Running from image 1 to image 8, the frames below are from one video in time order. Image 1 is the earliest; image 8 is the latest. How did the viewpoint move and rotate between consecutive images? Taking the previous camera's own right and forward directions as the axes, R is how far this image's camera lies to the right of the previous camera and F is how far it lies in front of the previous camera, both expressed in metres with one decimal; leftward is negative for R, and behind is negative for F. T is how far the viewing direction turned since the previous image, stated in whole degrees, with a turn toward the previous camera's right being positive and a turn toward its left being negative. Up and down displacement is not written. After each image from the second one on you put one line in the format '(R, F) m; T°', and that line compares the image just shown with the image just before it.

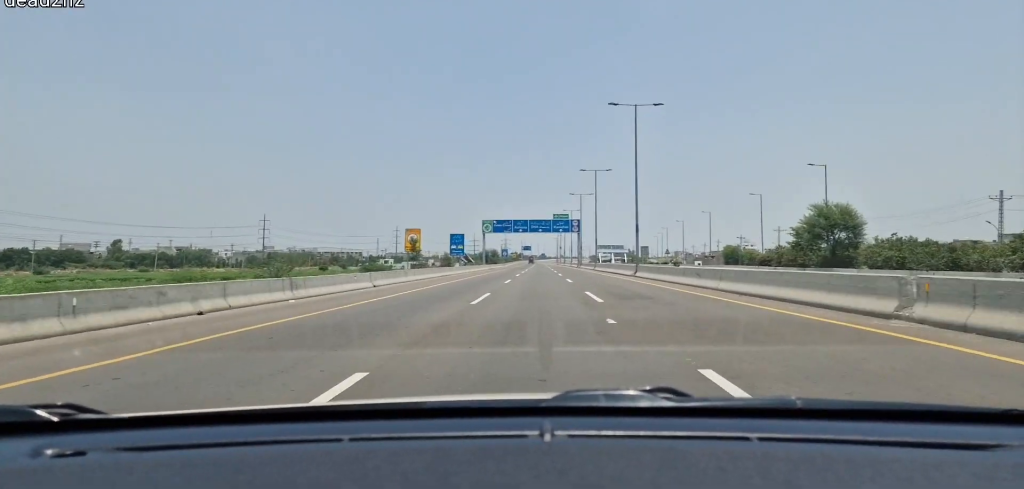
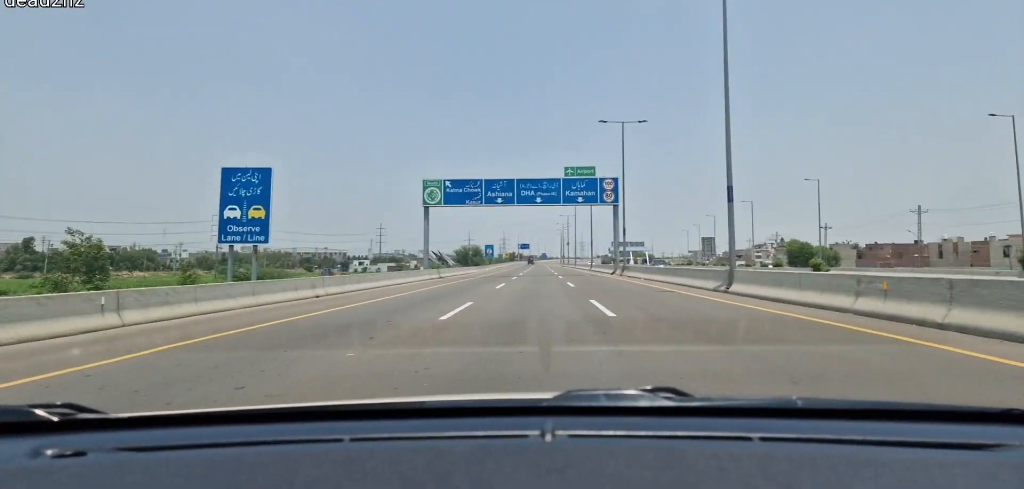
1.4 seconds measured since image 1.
(+0.6, +59.8) m; 0°
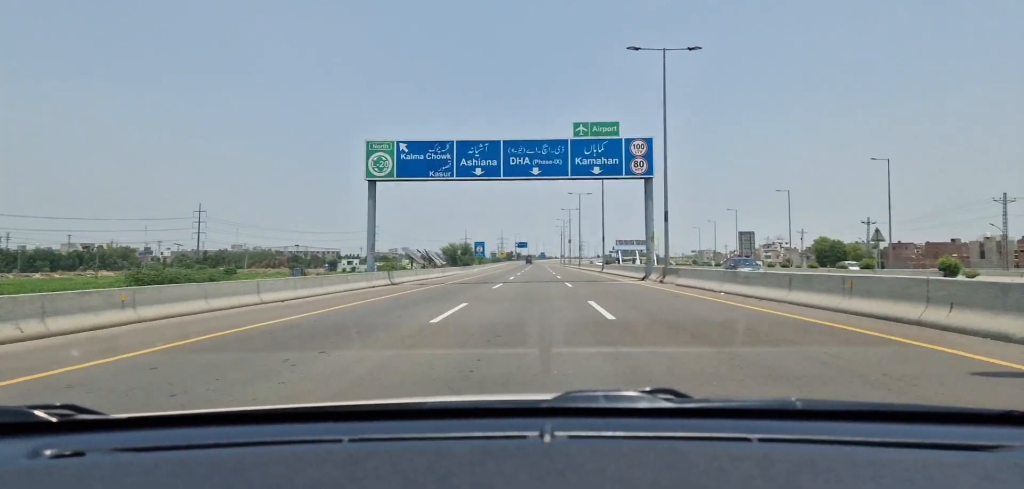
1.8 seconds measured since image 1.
(-0.1, +18.7) m; 0°
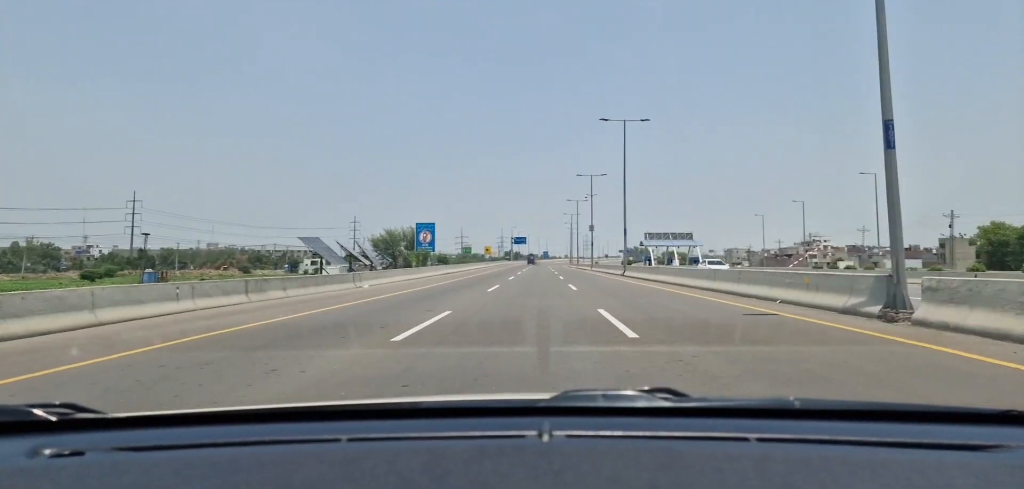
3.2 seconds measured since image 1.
(-0.5, +57.4) m; 0°
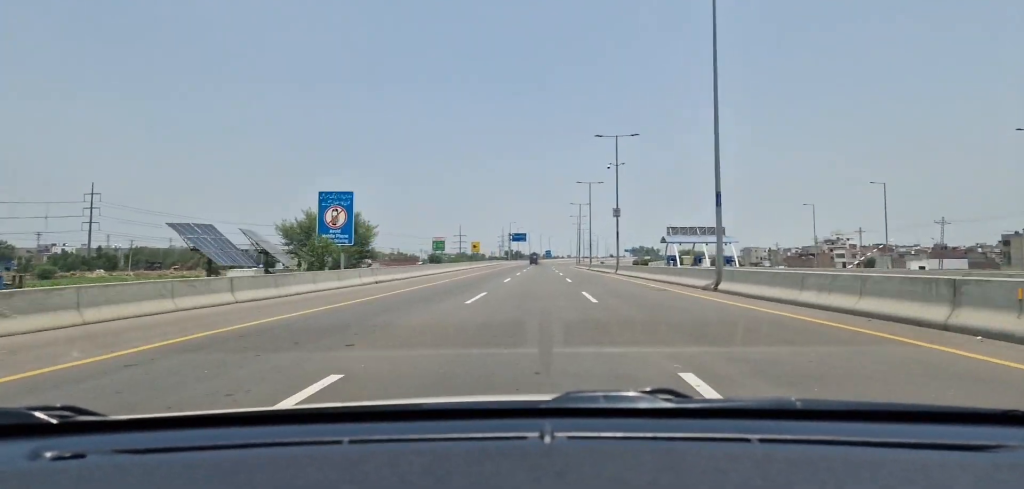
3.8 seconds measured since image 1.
(+0.1, +26.6) m; 0°
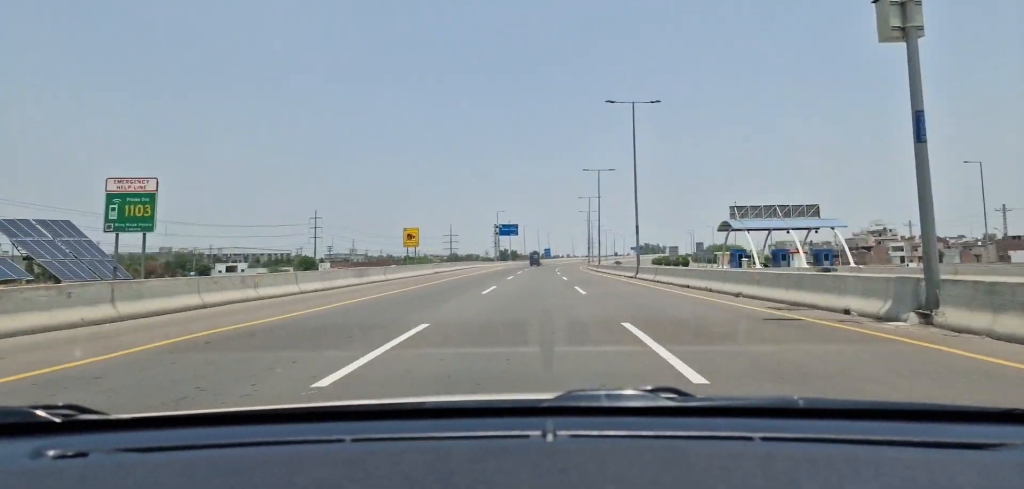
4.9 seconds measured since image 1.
(-0.2, +49.5) m; 0°
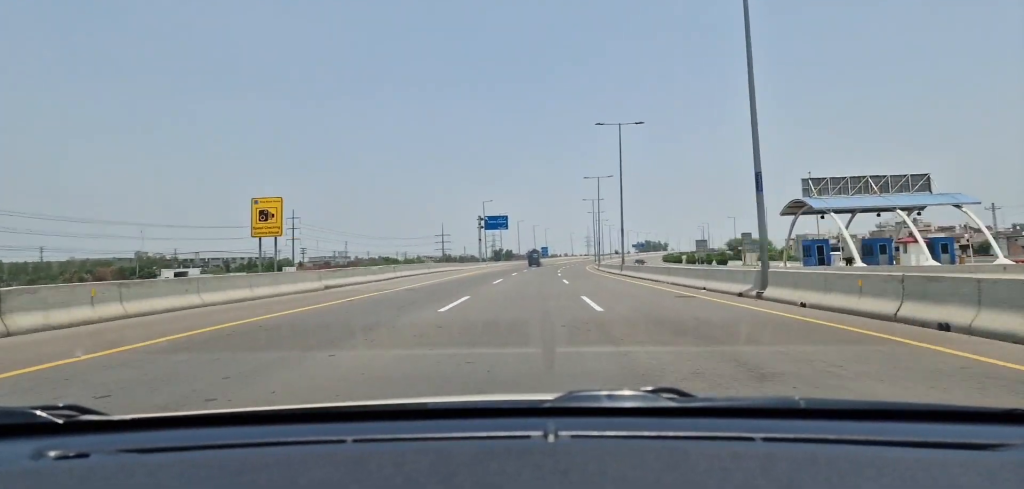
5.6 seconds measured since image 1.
(+0.1, +27.2) m; +1°
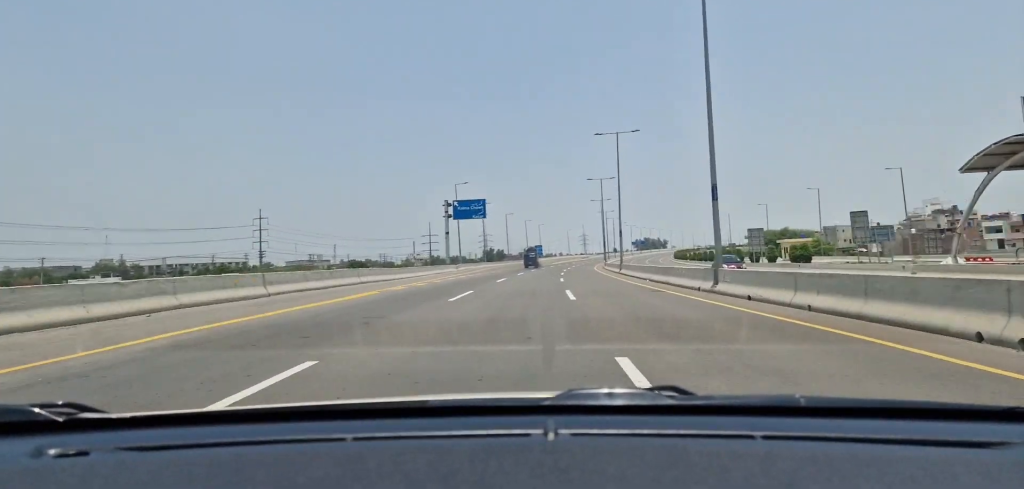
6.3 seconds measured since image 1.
(+0.3, +31.2) m; 0°
